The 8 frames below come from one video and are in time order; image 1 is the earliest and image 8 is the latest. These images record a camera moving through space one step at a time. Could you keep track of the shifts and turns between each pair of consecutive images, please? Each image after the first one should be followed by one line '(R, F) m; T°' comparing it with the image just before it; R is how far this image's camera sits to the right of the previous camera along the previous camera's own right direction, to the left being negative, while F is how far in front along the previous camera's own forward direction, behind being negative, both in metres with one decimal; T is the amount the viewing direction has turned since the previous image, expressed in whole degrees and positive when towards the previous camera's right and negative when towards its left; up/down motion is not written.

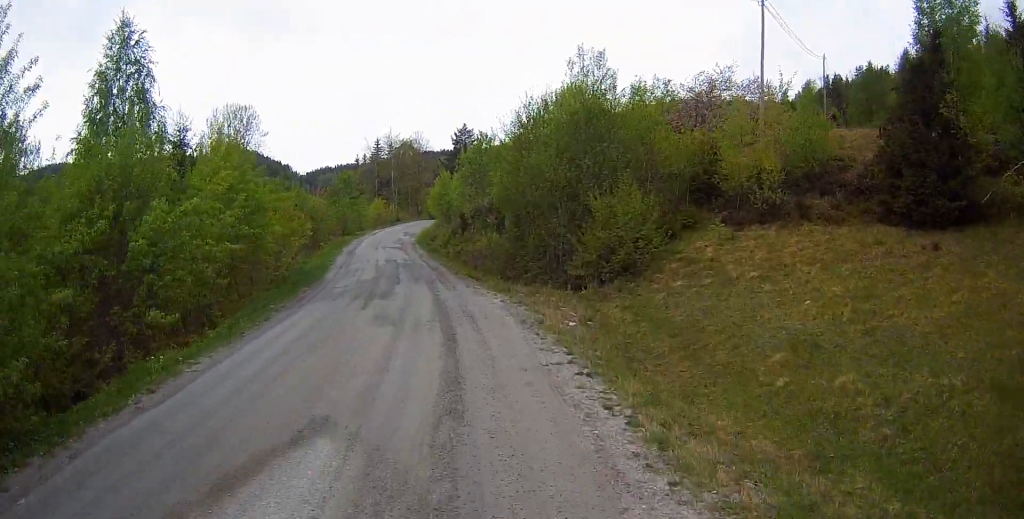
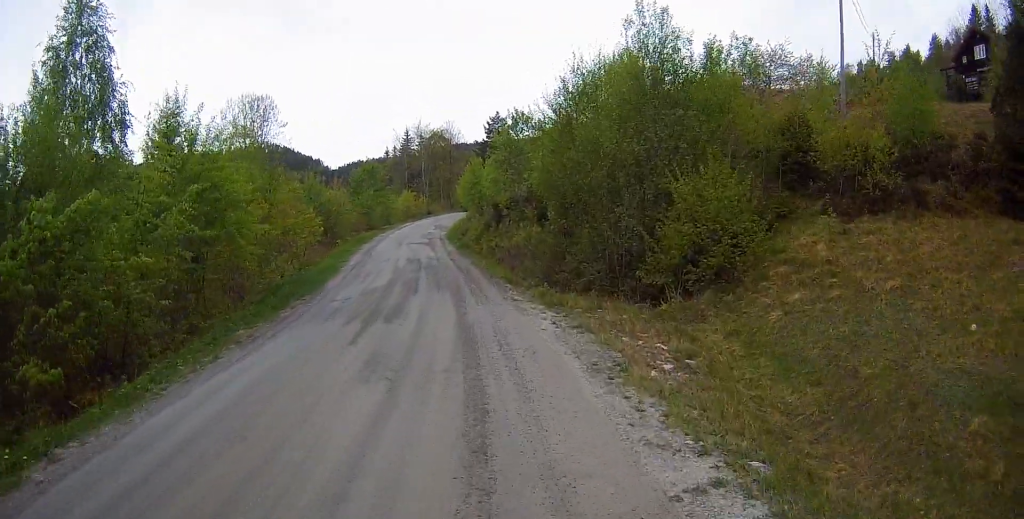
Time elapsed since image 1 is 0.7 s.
(0.0, +4.3) m; -1°
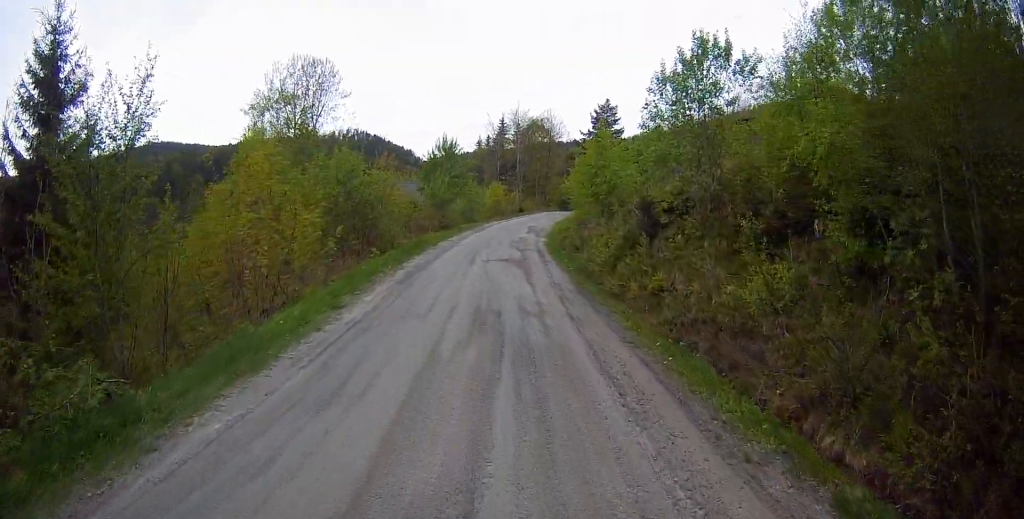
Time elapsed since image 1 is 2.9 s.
(-1.0, +13.2) m; -8°
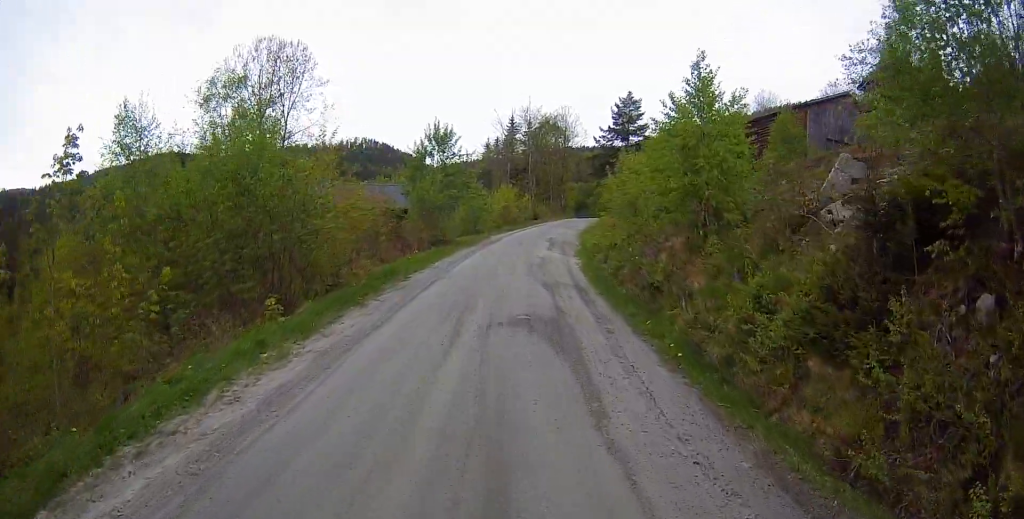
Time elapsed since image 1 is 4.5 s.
(0.0, +10.6) m; 0°
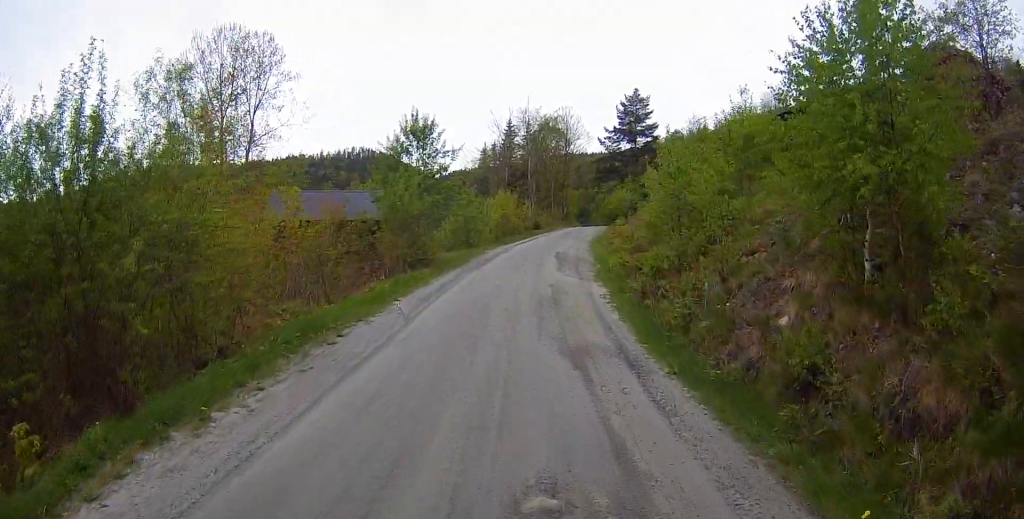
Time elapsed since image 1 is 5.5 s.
(-0.1, +6.4) m; +2°
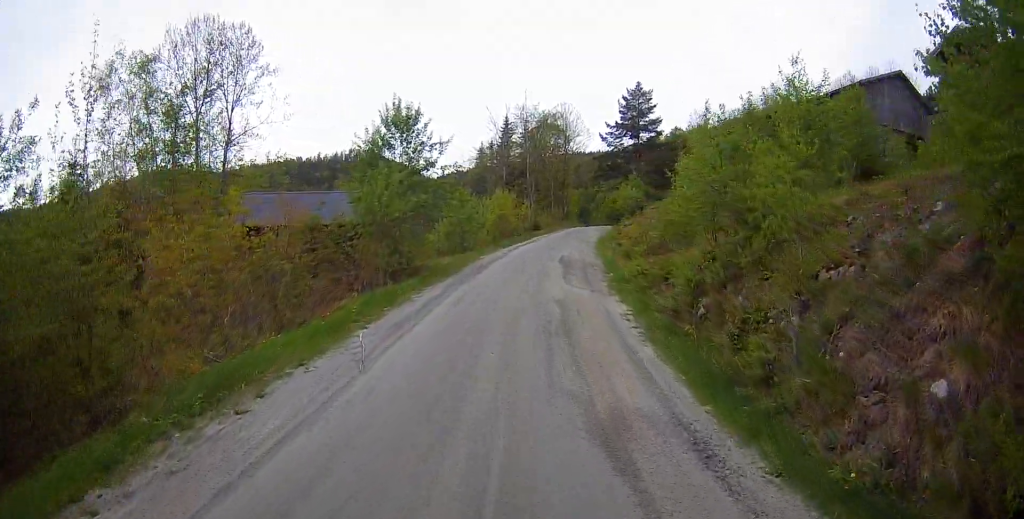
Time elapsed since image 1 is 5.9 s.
(+0.2, +3.3) m; +1°
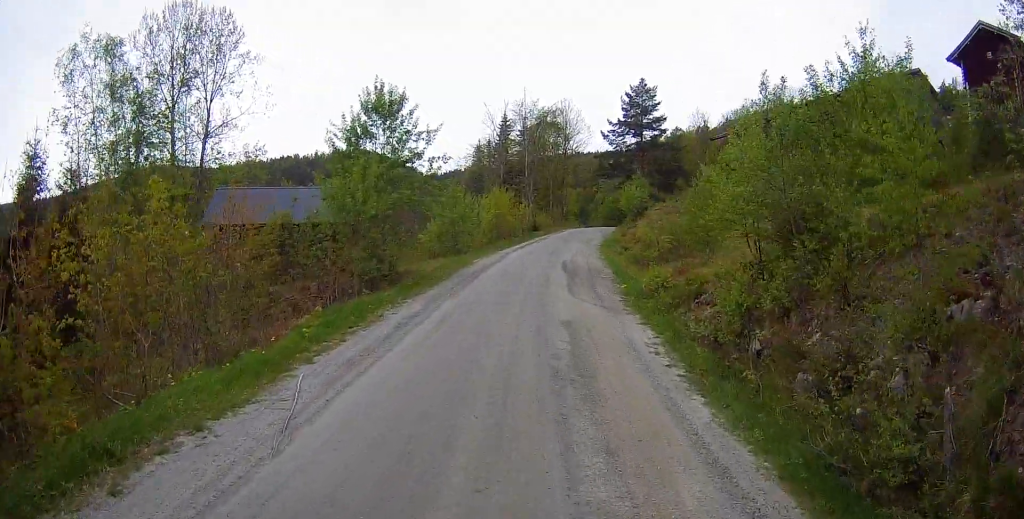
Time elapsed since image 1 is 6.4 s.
(+0.1, +2.8) m; +1°
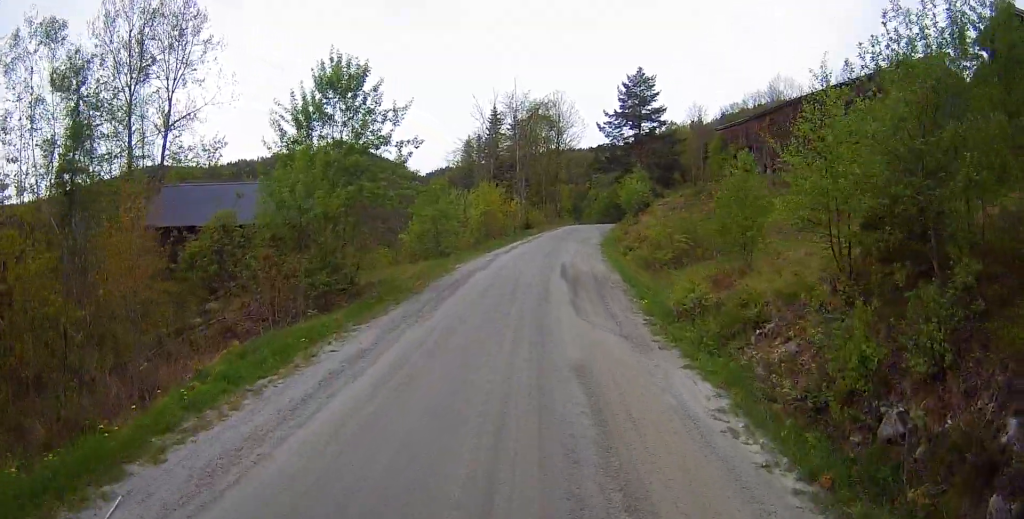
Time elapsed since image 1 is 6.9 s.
(-0.1, +3.8) m; 0°
